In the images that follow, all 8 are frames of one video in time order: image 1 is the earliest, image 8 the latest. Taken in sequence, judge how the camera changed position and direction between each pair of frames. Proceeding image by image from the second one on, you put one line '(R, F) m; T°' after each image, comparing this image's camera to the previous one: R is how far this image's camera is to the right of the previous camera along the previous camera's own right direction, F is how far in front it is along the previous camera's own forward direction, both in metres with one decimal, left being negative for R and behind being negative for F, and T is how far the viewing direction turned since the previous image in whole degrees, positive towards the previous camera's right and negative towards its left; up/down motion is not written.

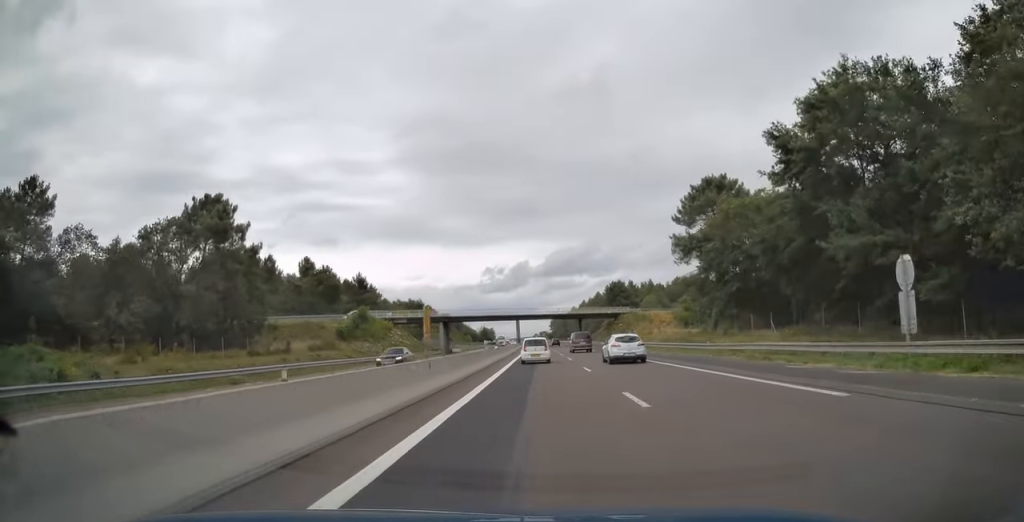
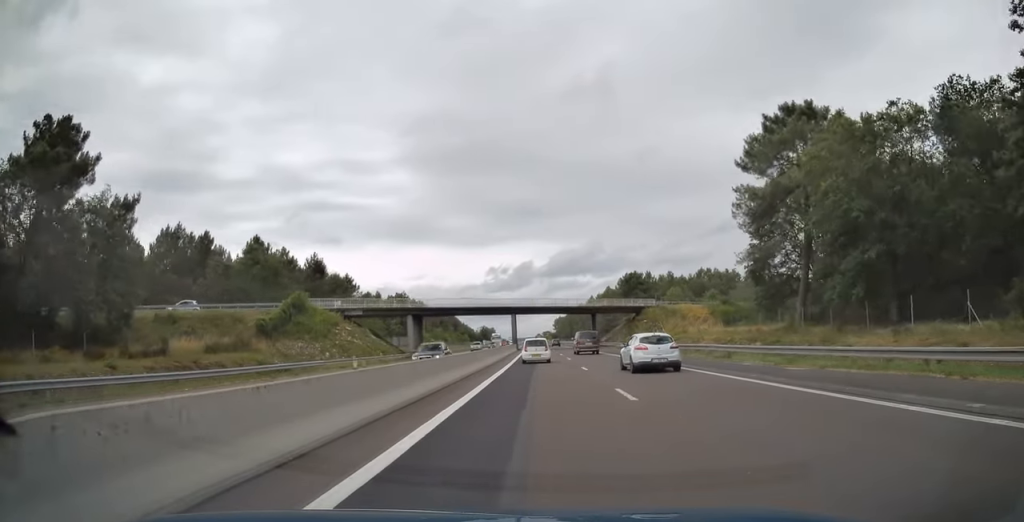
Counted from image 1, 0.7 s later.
(-0.1, +24.6) m; 0°
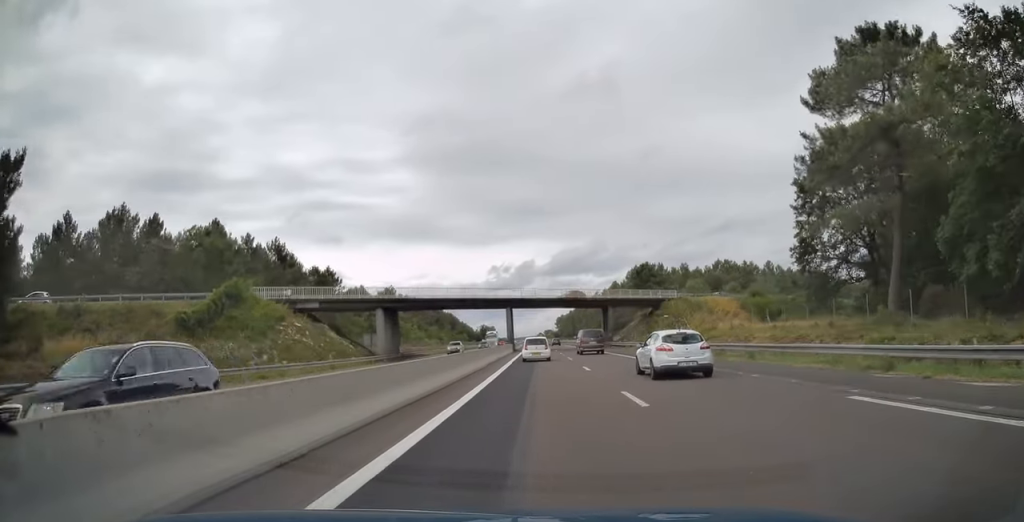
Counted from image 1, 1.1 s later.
(0.0, +14.4) m; 0°
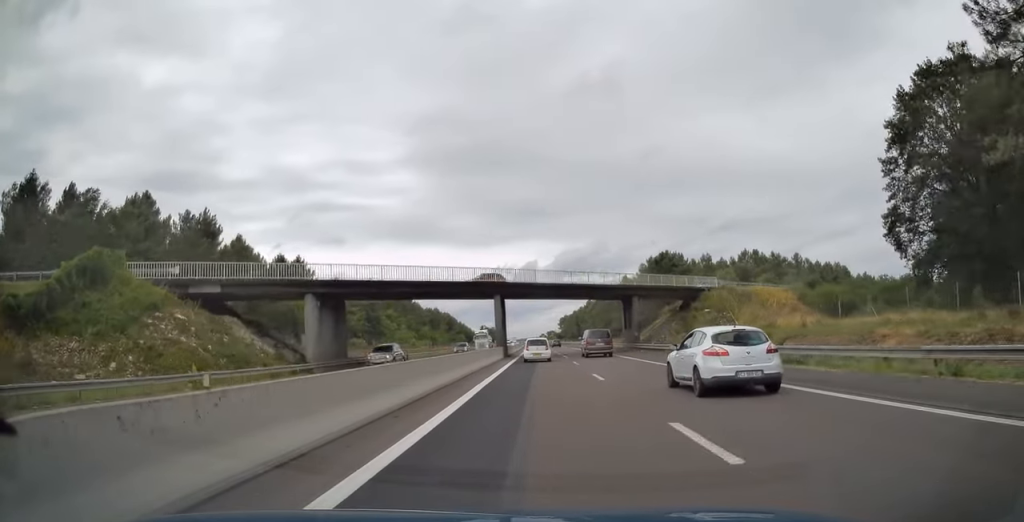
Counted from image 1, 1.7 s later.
(0.0, +18.3) m; 0°
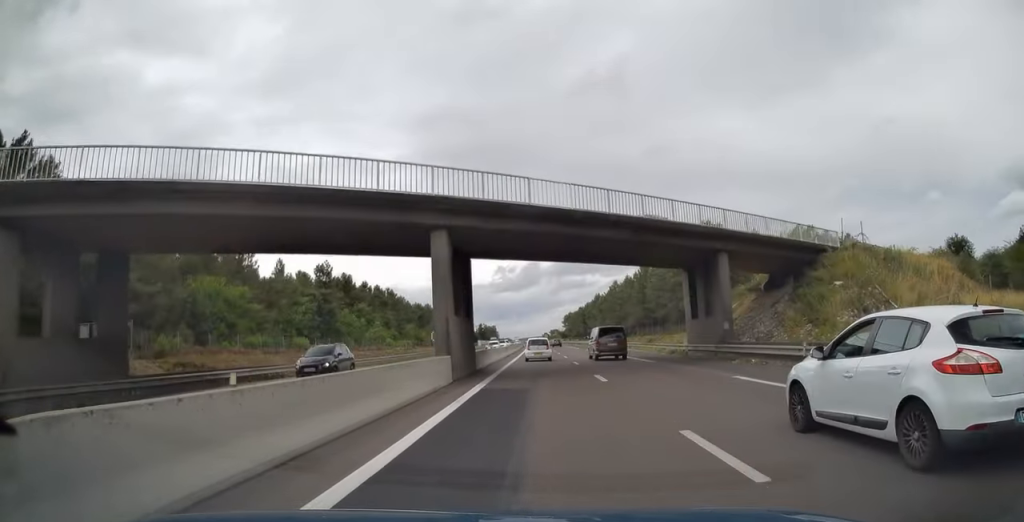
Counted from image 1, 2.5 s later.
(-0.1, +27.1) m; 0°
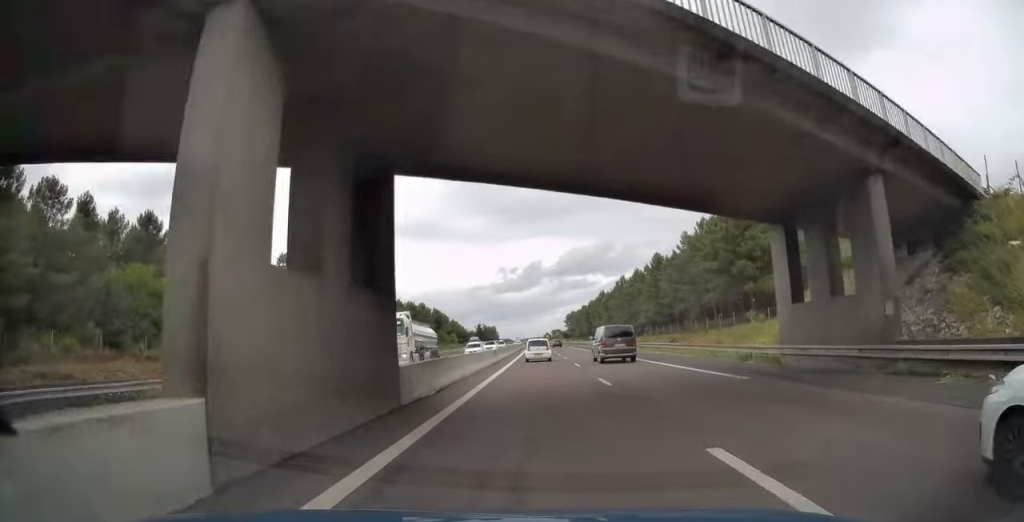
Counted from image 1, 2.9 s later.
(0.0, +14.4) m; 0°
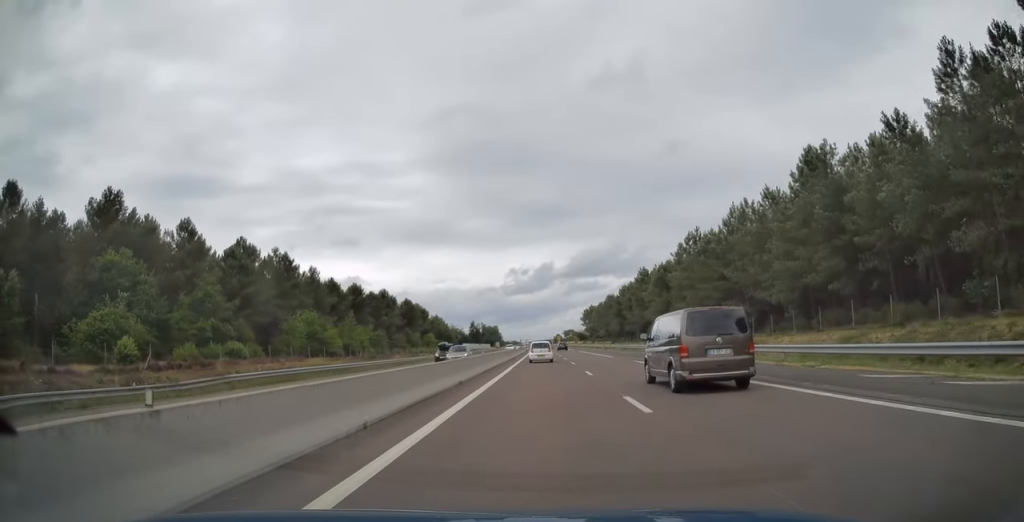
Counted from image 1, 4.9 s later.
(-0.4, +71.6) m; -1°
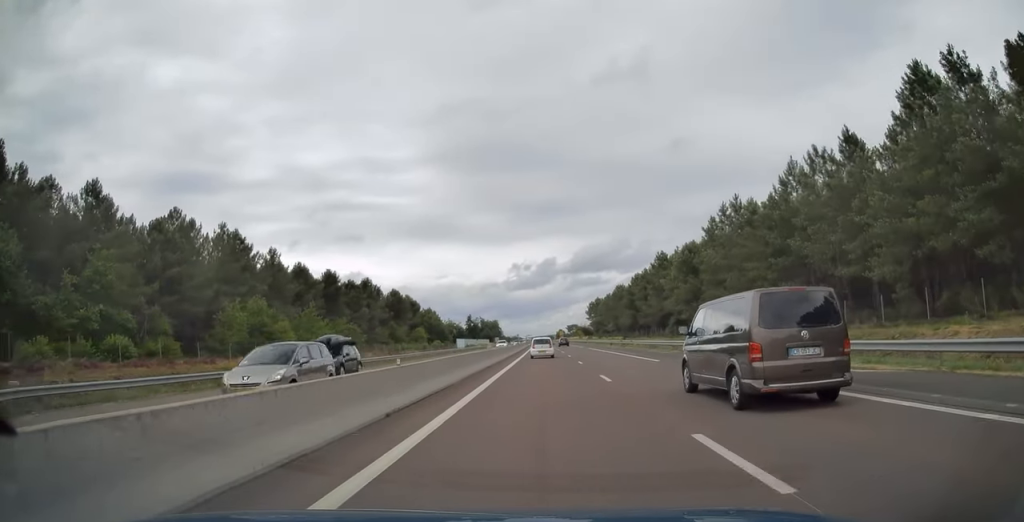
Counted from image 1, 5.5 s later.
(-0.1, +19.1) m; 0°
